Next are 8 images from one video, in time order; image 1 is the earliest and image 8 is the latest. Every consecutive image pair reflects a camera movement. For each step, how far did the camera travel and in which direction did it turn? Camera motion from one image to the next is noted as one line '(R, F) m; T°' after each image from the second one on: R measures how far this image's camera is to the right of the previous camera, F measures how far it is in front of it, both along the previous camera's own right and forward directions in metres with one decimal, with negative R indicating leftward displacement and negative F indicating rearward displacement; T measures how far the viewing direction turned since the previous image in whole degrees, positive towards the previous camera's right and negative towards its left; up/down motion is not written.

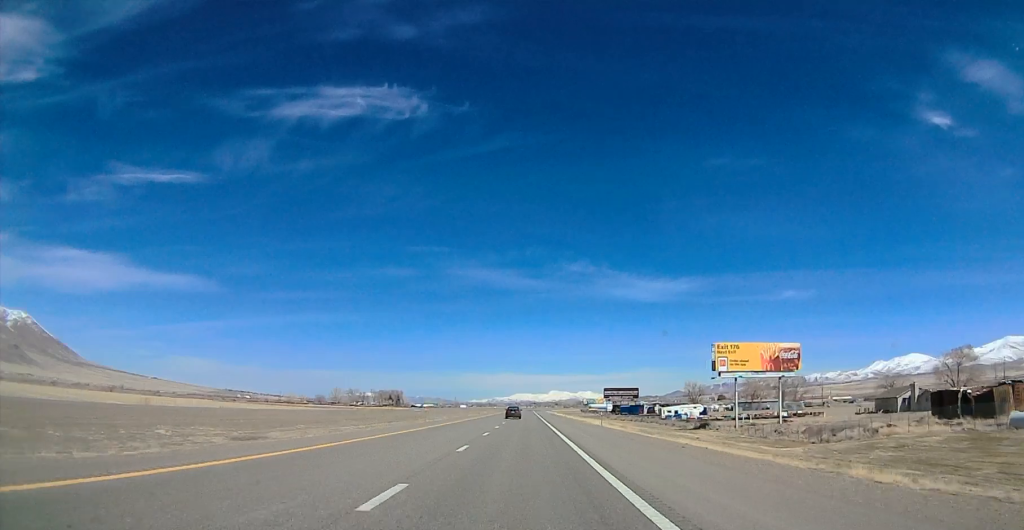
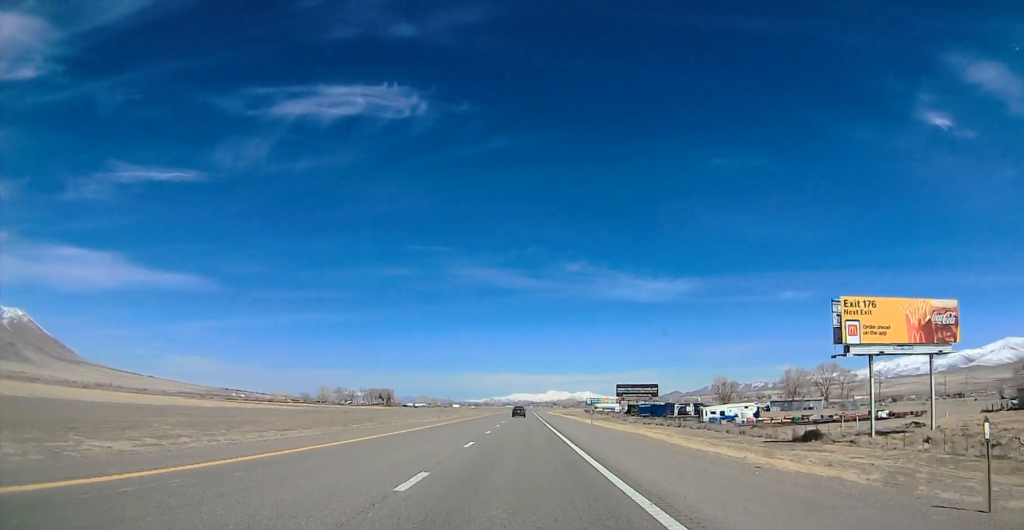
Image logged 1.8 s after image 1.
(0.0, +46.8) m; 0°
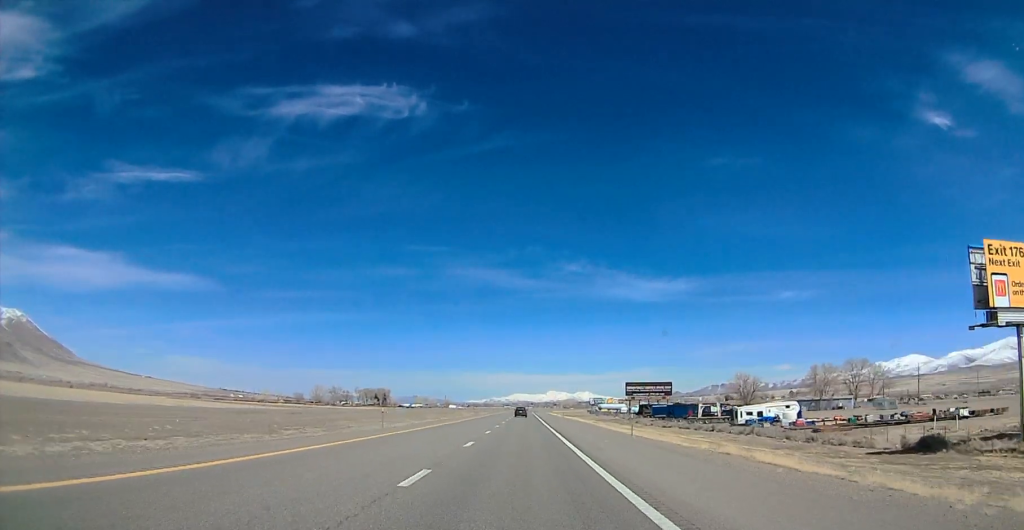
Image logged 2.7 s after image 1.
(+0.1, +24.0) m; -1°
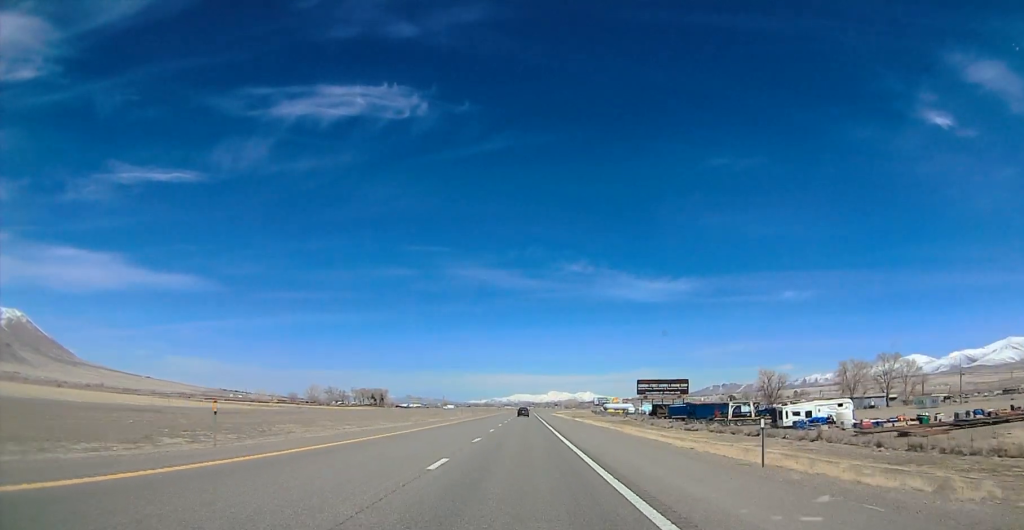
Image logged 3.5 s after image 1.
(-0.4, +21.1) m; +1°
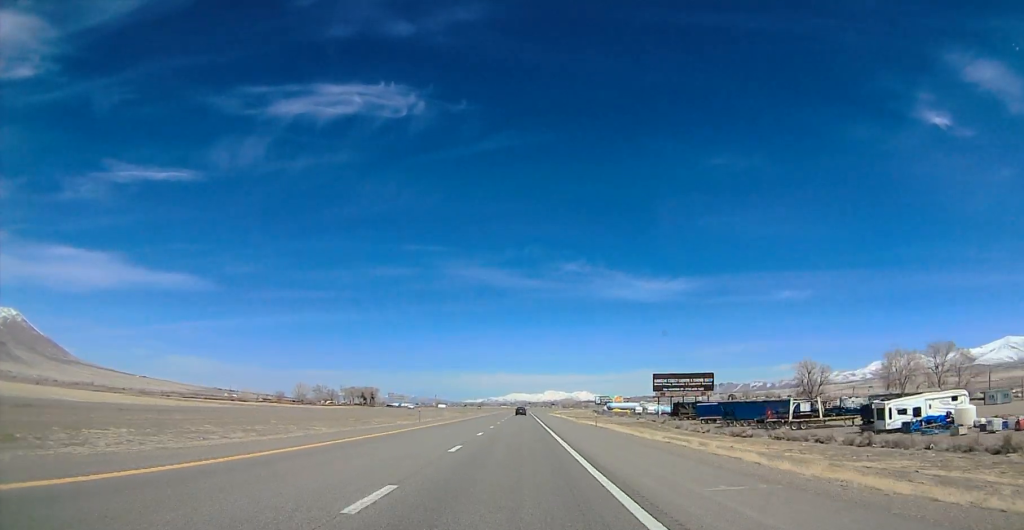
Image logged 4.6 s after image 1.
(+1.0, +30.6) m; +2°
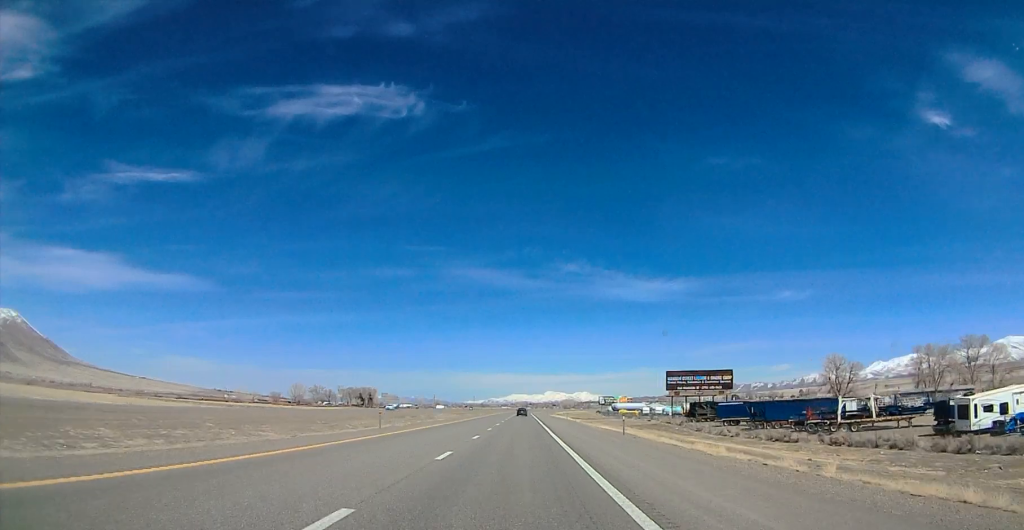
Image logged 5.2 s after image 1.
(-0.2, +15.0) m; -1°
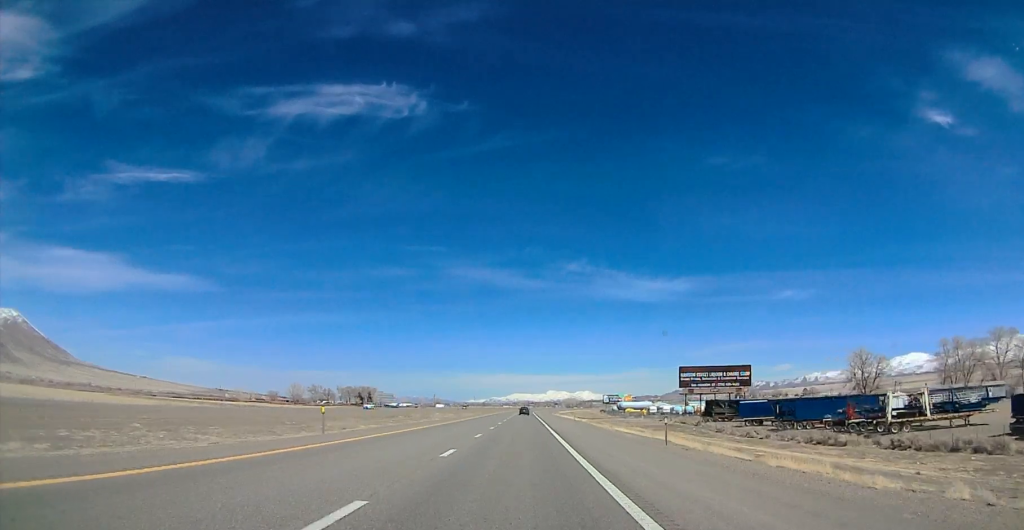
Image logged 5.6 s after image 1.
(0.0, +11.5) m; -1°
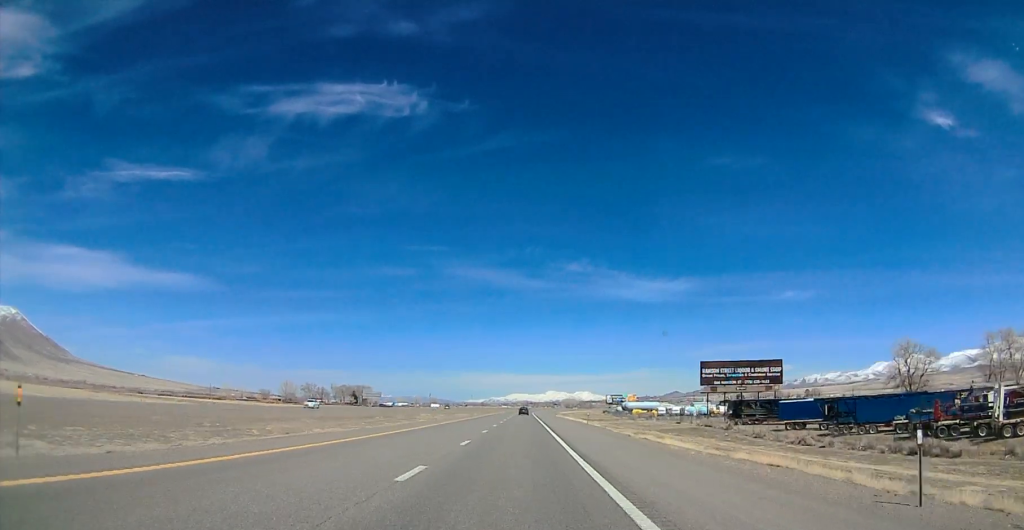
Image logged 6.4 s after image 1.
(-0.4, +18.5) m; -1°
